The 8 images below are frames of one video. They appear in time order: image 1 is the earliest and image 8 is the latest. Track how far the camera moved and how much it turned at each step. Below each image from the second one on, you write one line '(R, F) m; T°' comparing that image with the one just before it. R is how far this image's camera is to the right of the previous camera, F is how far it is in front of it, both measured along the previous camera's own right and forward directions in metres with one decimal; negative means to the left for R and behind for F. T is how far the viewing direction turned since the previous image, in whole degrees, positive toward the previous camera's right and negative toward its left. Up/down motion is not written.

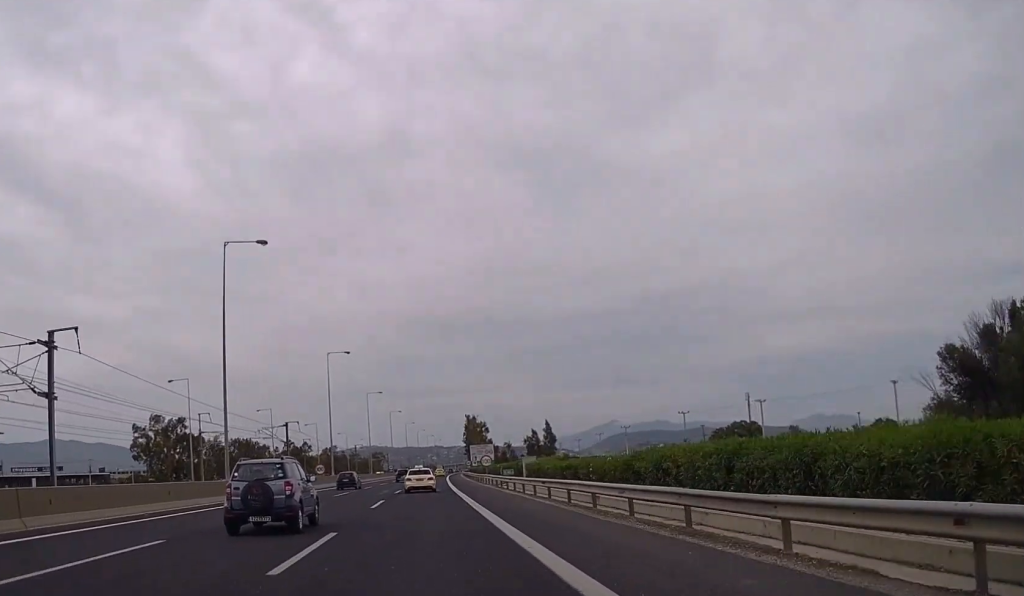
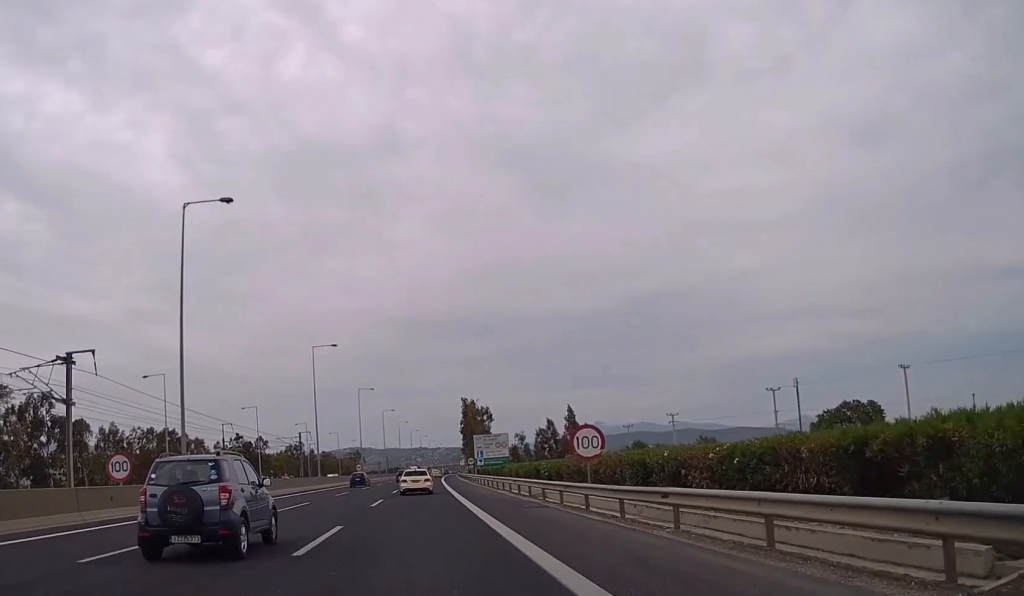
(+0.3, +52.0) m; +1°
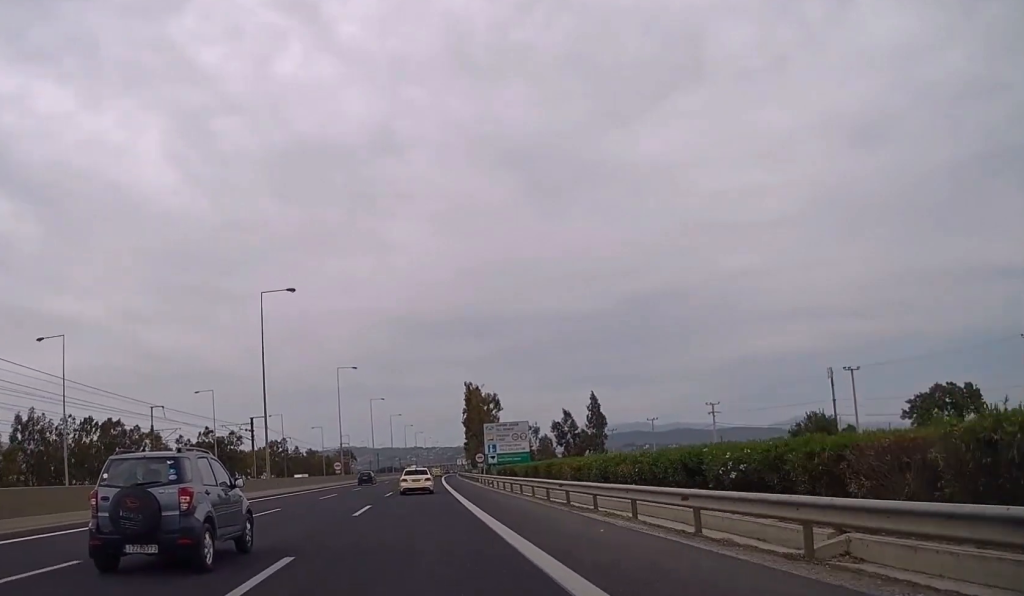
(+0.2, +25.3) m; +1°
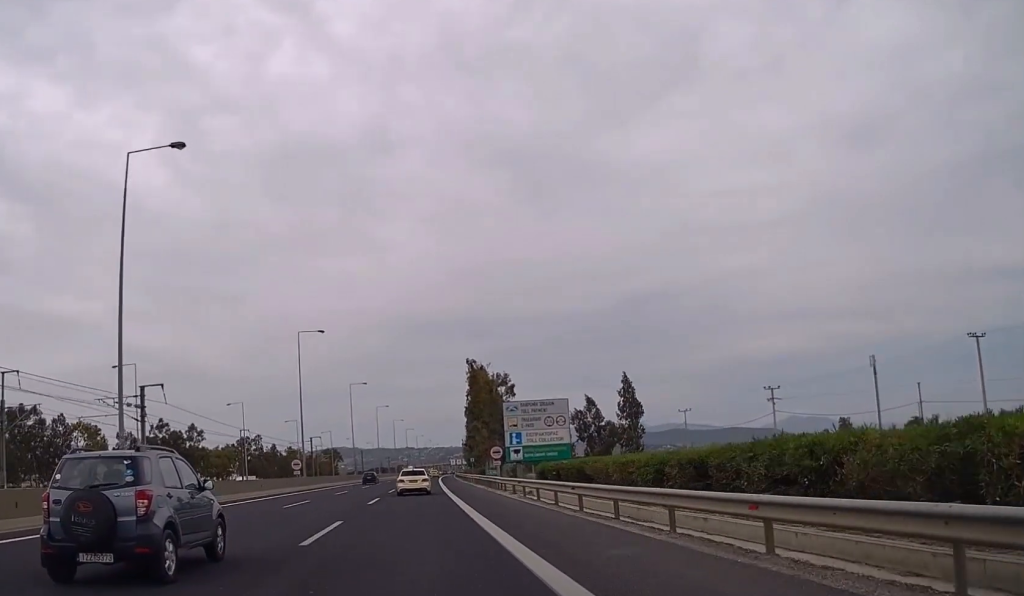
(+0.2, +27.3) m; 0°
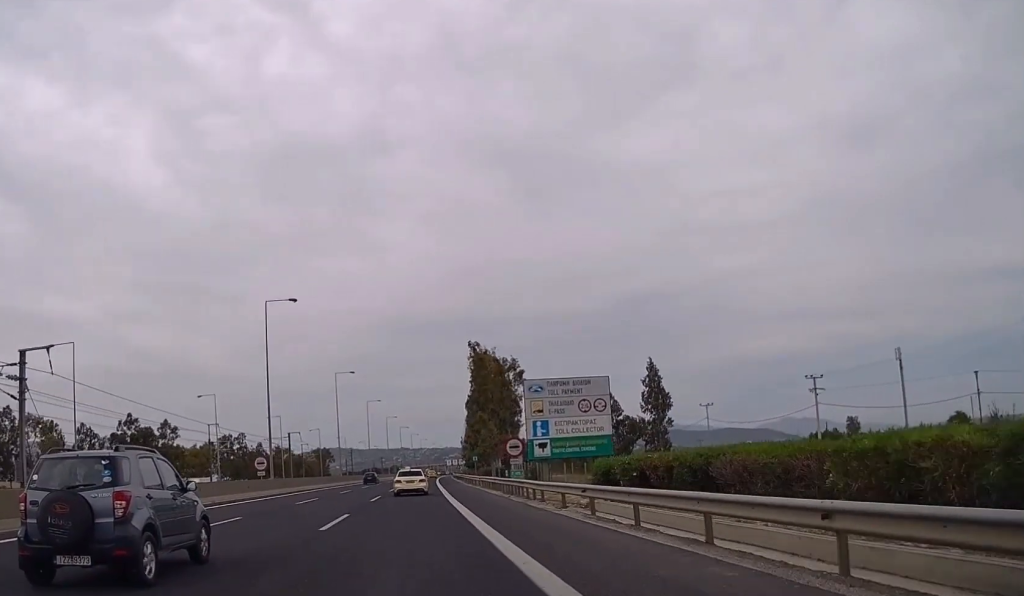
(0.0, +14.3) m; 0°
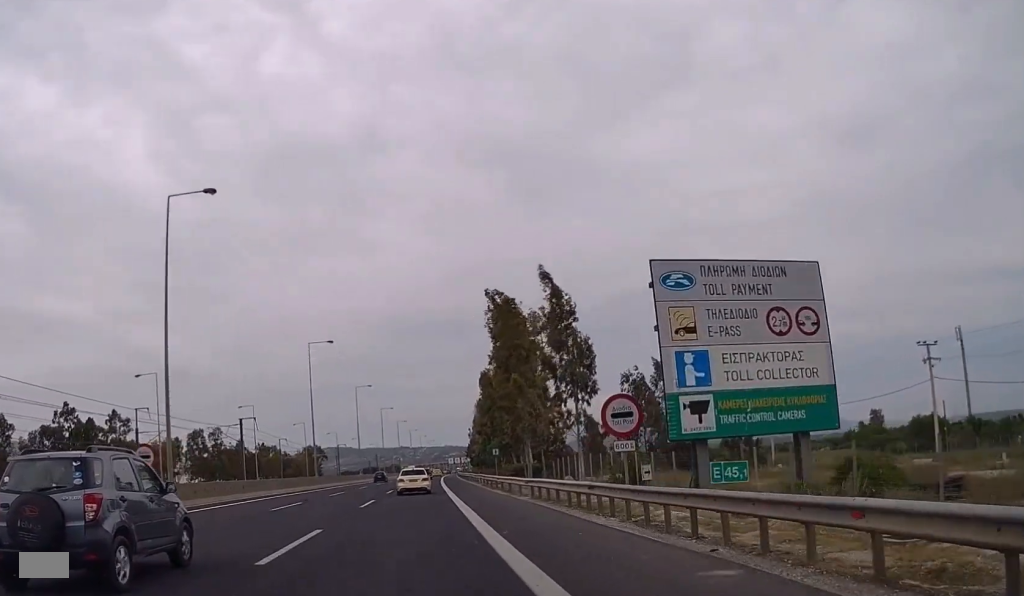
(0.0, +25.0) m; 0°
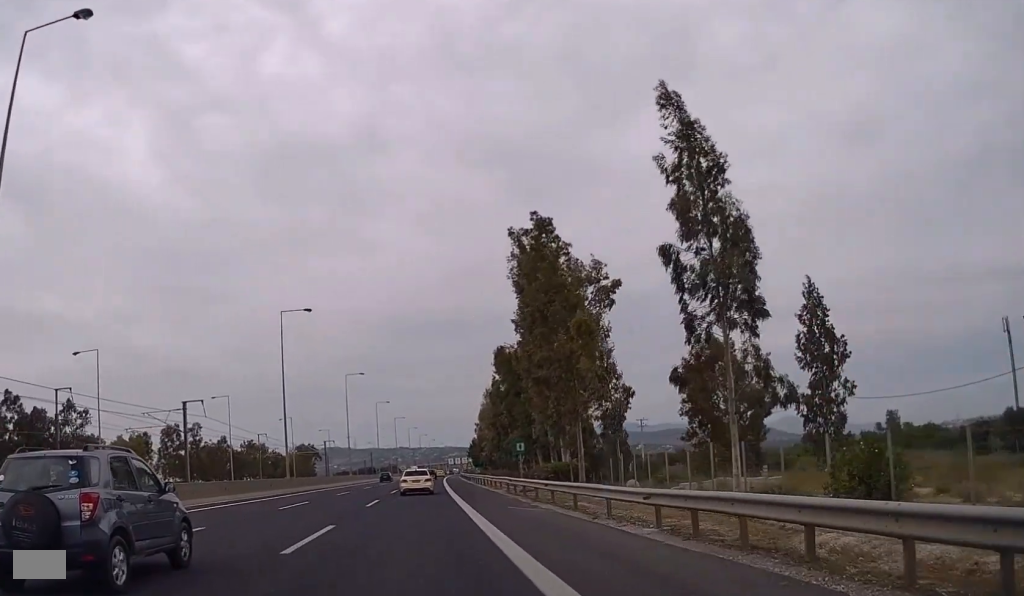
(+0.1, +17.8) m; 0°
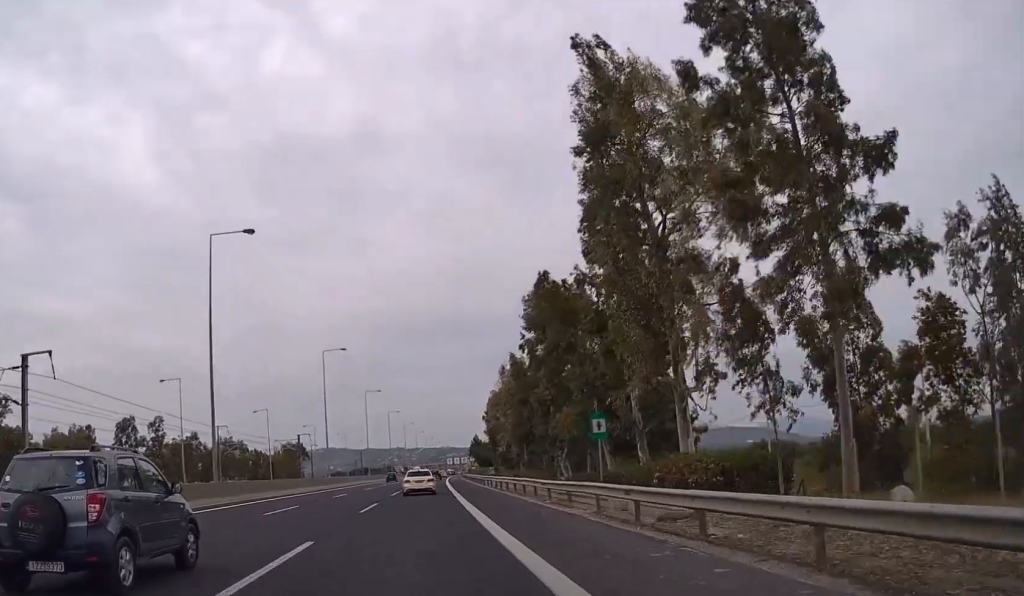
(+0.1, +21.3) m; 0°
